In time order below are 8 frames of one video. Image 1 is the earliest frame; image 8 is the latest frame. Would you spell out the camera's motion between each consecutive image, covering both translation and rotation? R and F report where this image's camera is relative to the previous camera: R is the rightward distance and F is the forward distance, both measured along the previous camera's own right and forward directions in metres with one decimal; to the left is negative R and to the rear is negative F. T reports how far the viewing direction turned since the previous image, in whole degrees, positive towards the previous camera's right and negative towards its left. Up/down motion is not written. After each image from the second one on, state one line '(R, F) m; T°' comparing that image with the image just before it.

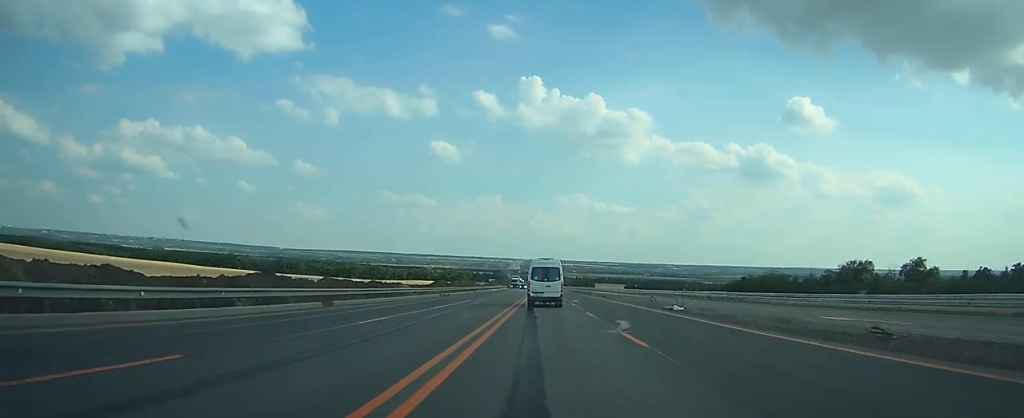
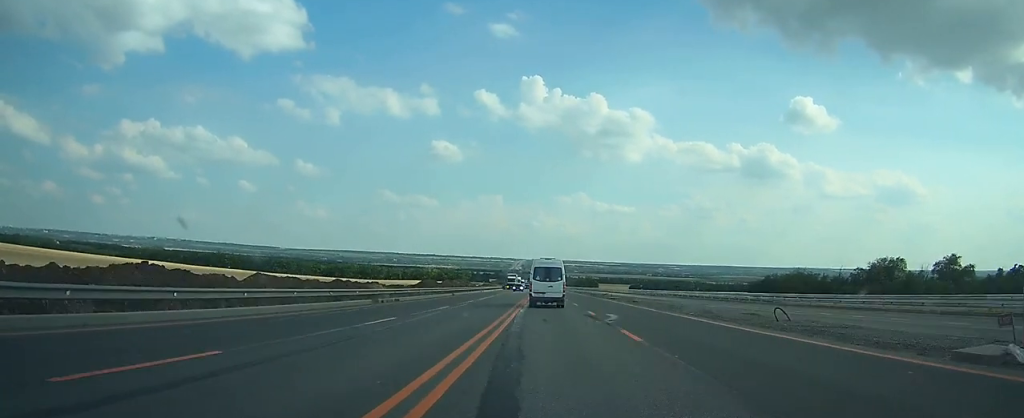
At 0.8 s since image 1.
(0.0, +22.9) m; 0°
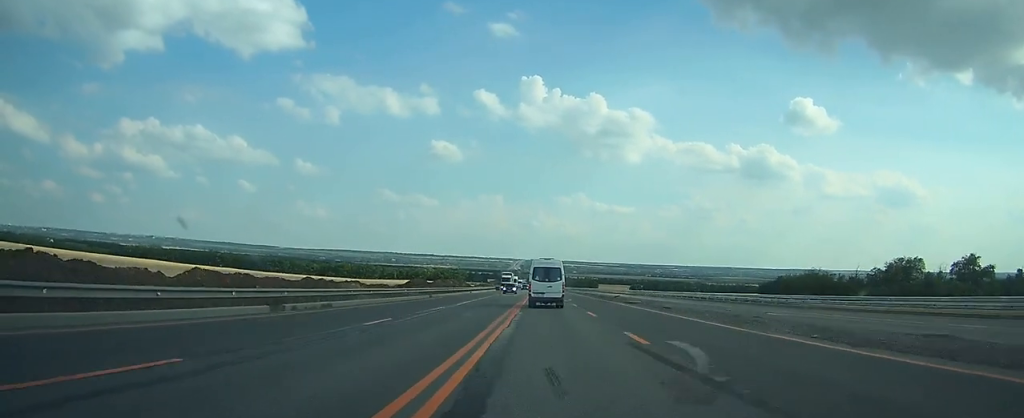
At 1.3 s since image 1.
(0.0, +12.8) m; 0°
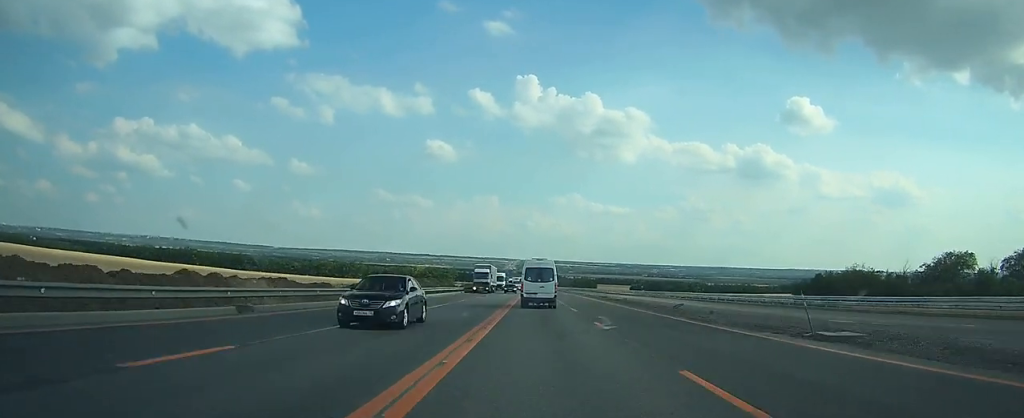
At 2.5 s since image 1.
(-0.1, +31.9) m; 0°
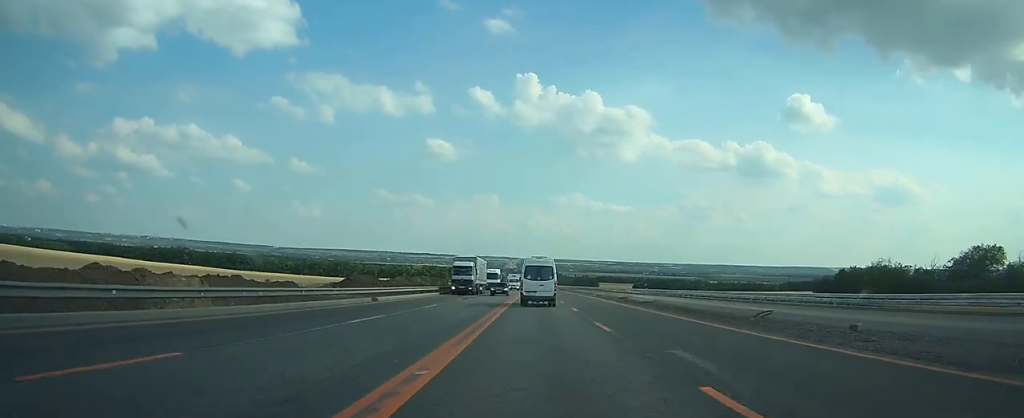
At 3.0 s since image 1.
(0.0, +13.6) m; 0°
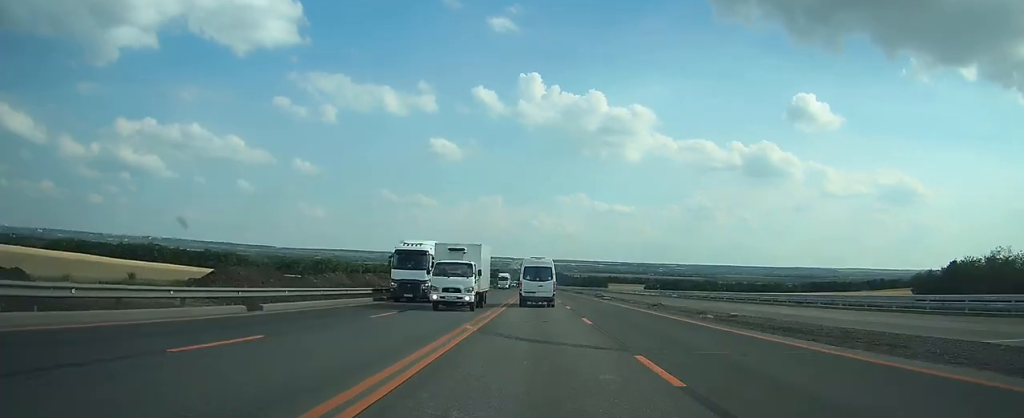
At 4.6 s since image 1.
(+0.2, +45.4) m; 0°
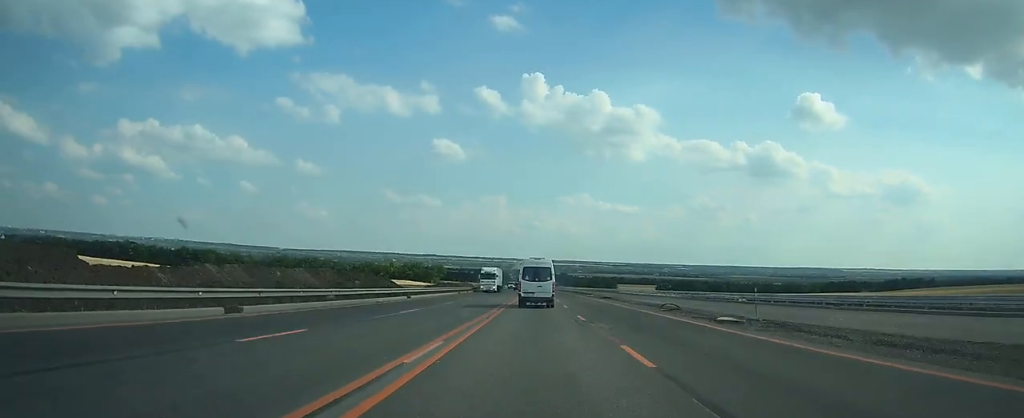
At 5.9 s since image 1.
(-0.1, +34.4) m; 0°
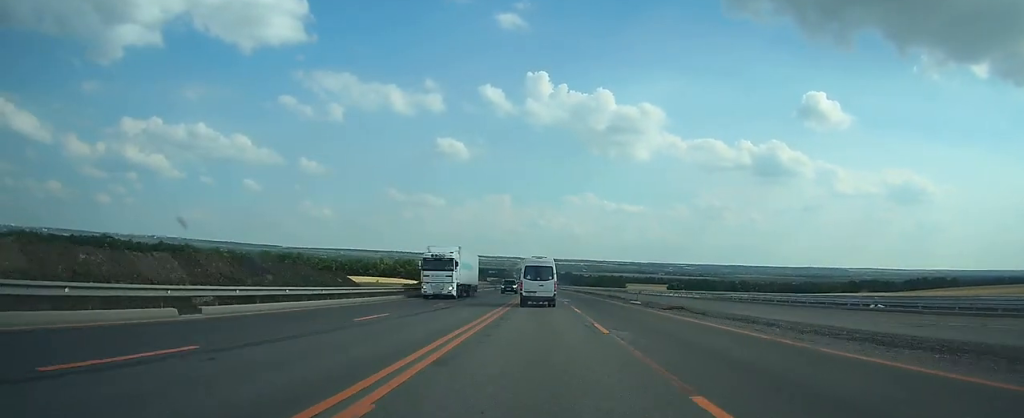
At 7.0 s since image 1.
(-0.1, +29.9) m; 0°
